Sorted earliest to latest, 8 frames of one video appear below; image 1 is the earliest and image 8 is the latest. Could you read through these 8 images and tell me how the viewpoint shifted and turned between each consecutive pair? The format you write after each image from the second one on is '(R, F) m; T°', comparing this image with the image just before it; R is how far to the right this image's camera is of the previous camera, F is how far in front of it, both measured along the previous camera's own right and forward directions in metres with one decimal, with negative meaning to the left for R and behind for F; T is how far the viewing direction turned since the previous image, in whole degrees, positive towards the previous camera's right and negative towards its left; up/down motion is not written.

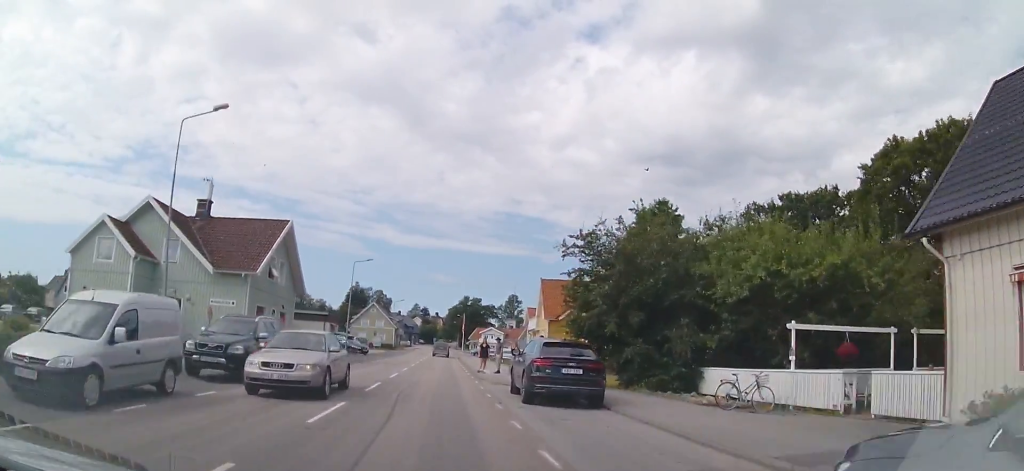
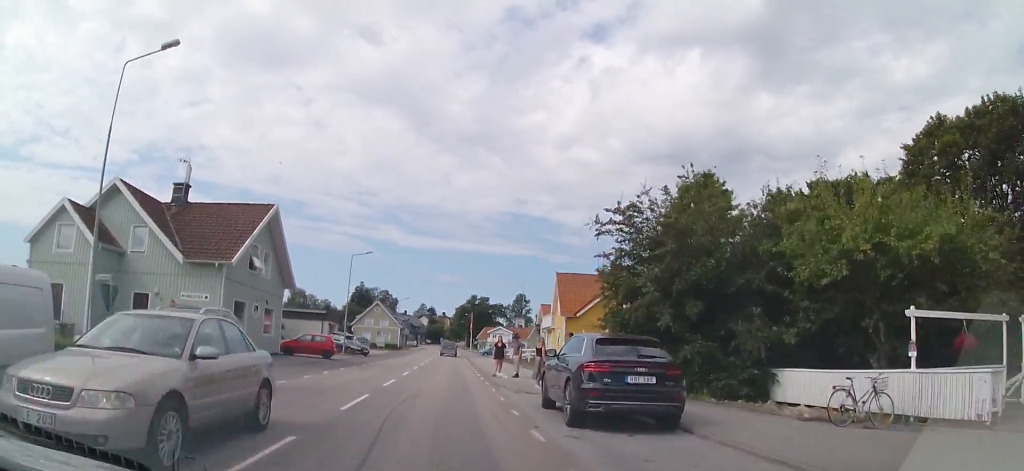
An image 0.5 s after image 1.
(-0.2, +4.6) m; 0°
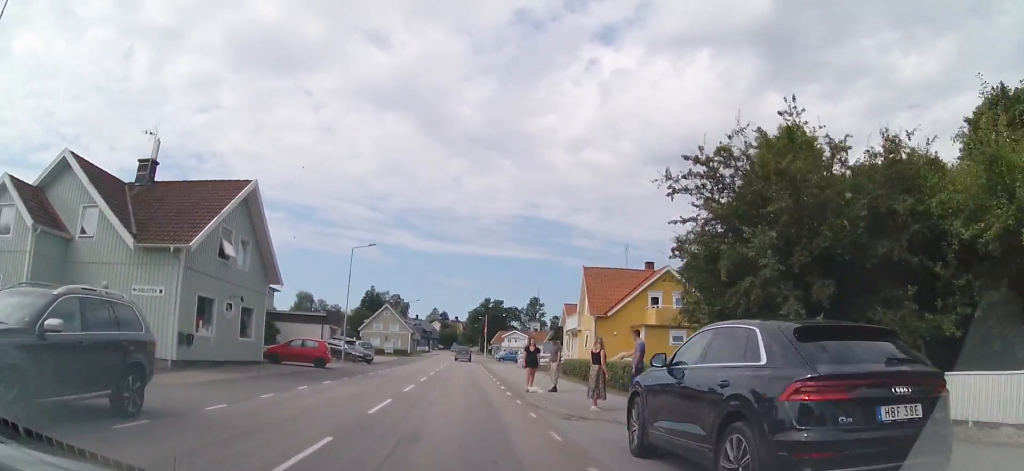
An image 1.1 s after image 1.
(+0.3, +5.8) m; +2°
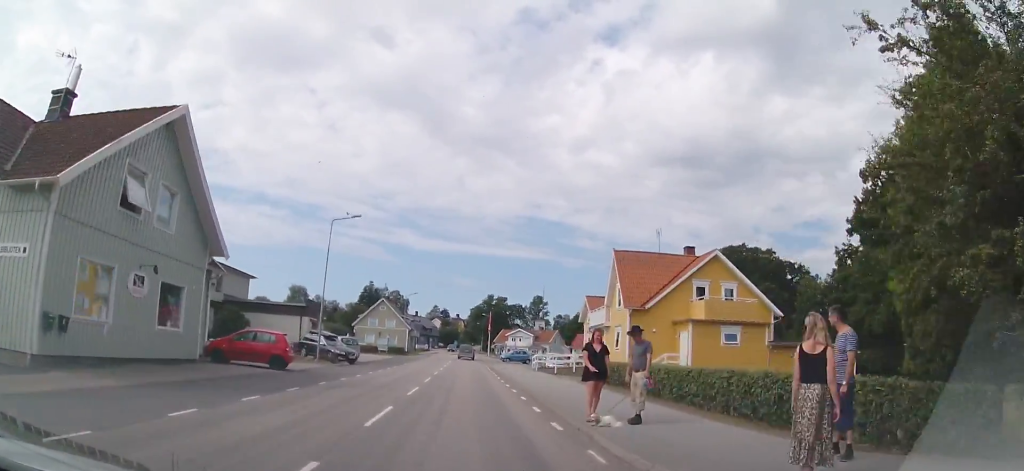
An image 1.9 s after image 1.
(+0.2, +8.3) m; +5°
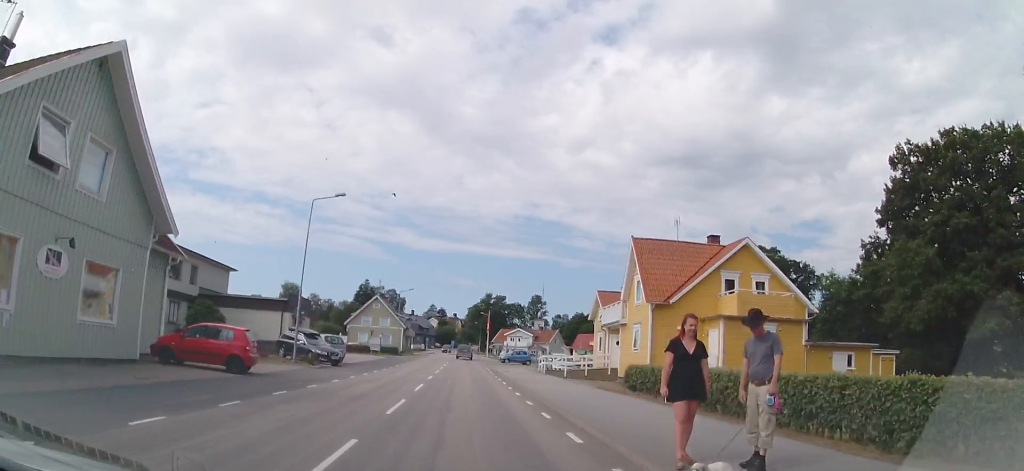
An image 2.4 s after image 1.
(-0.3, +4.4) m; +3°
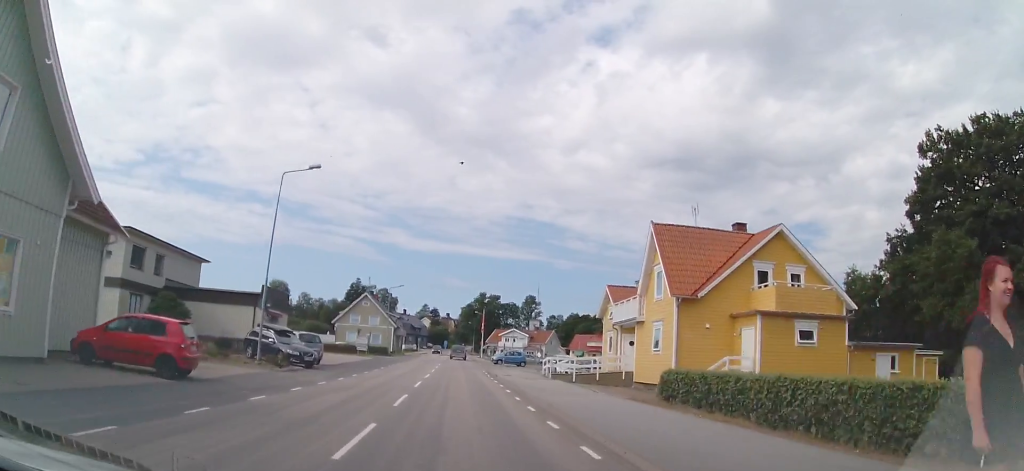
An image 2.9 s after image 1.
(+0.5, +4.4) m; 0°
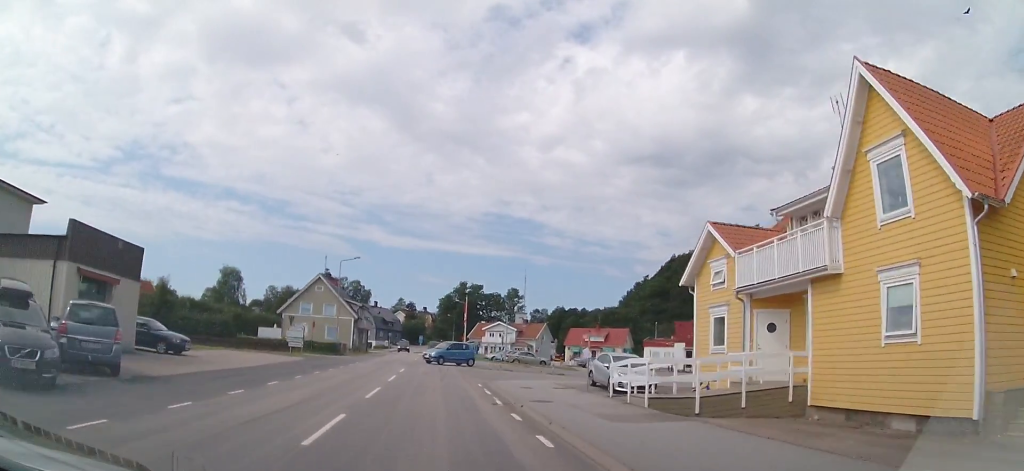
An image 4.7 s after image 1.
(-0.5, +17.7) m; -2°
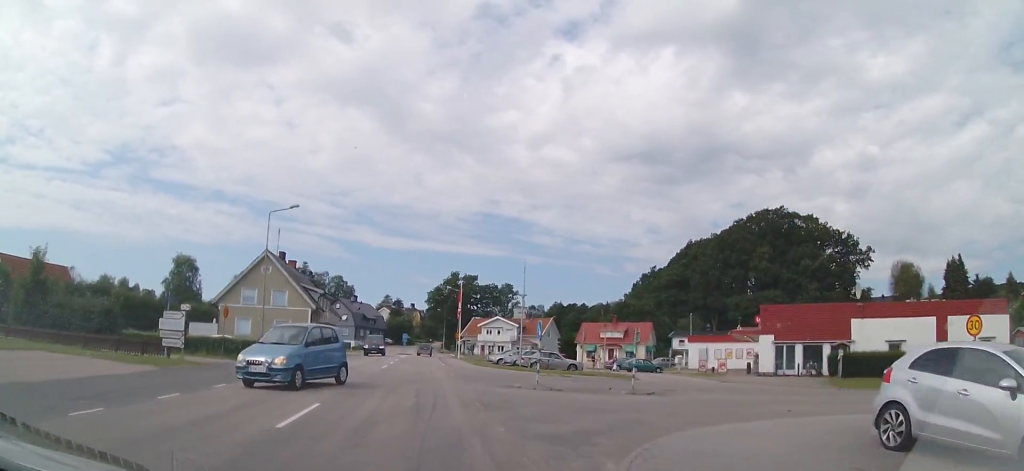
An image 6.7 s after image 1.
(+2.6, +17.0) m; +38°
